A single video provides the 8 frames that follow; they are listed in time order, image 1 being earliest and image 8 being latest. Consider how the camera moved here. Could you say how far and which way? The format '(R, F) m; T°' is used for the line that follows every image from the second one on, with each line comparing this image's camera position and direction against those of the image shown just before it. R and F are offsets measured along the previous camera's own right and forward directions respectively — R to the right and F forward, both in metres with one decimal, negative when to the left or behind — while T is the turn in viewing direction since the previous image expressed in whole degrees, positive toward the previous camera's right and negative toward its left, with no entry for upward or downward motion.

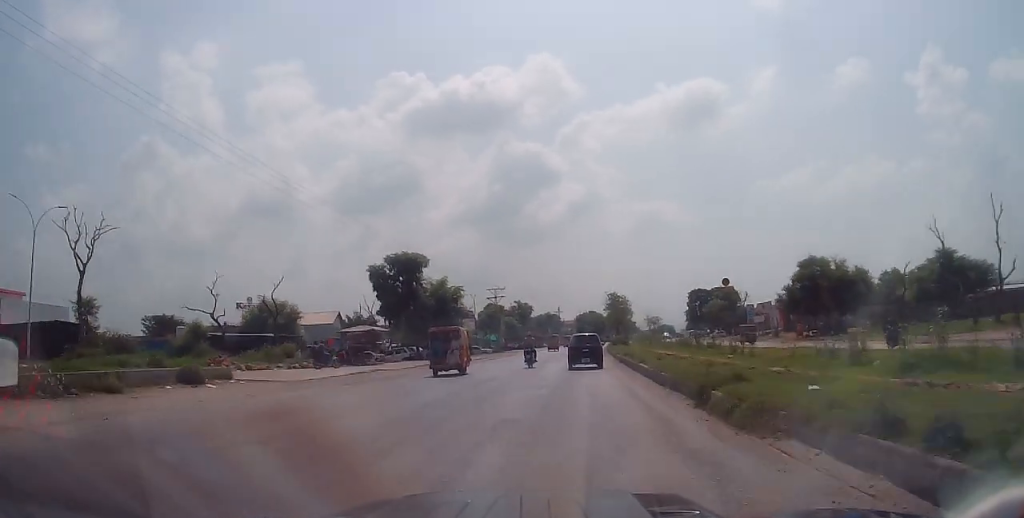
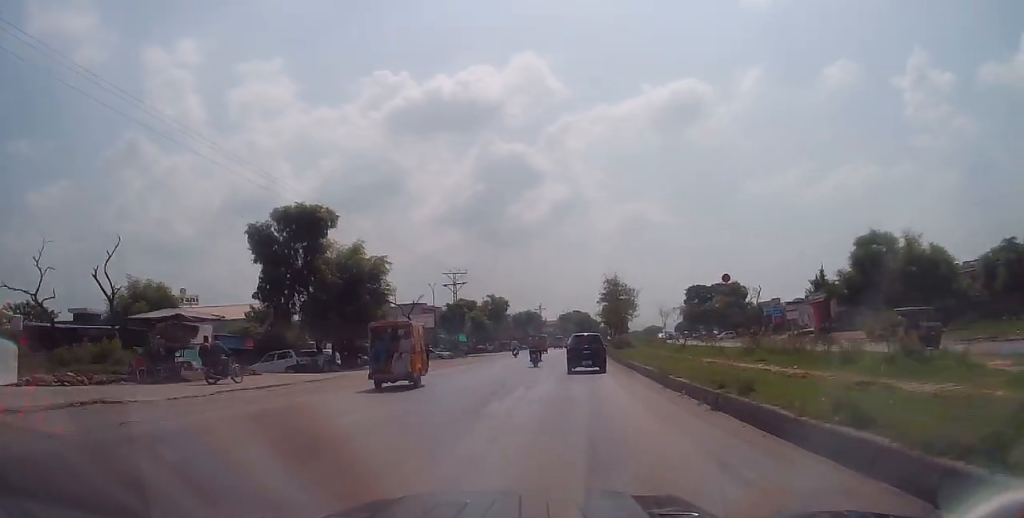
(+0.6, +20.0) m; +3°
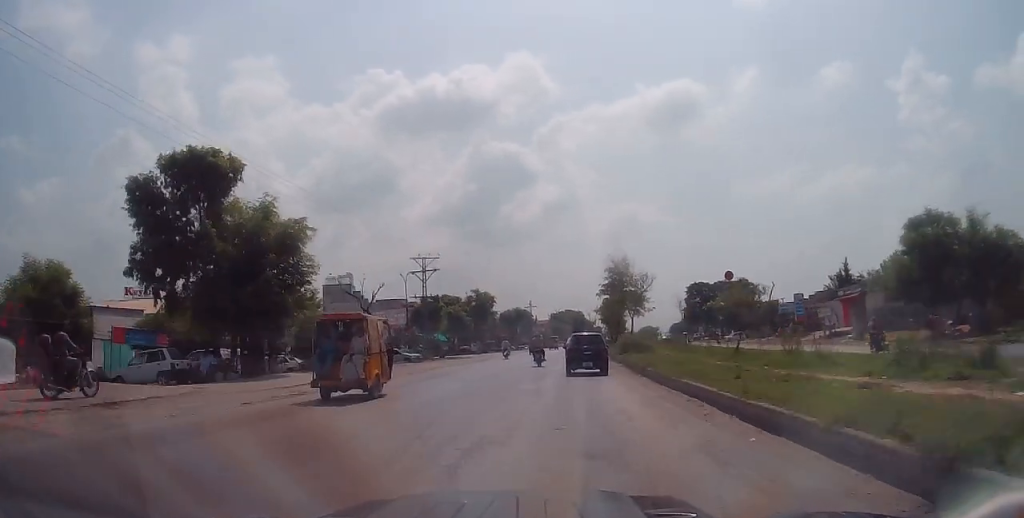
(0.0, +10.8) m; 0°
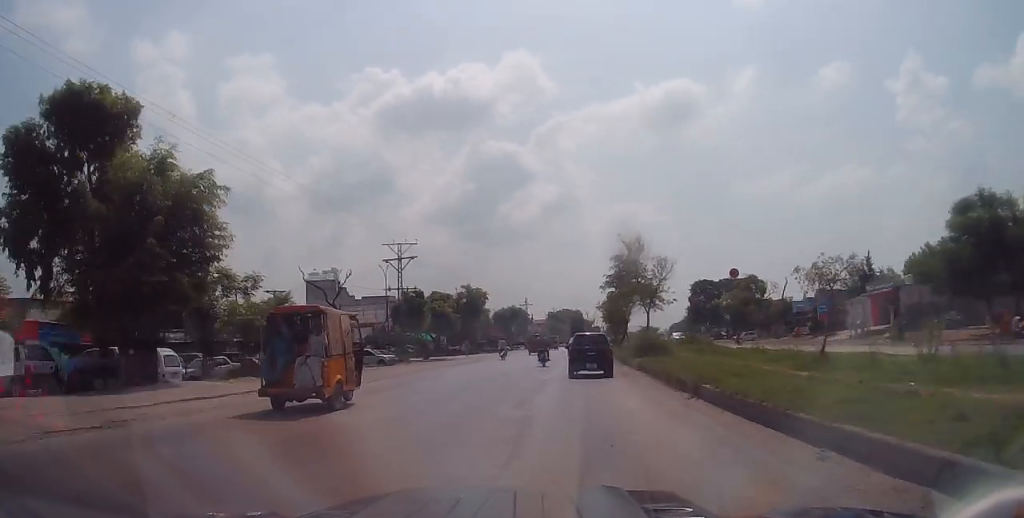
(0.0, +7.2) m; 0°
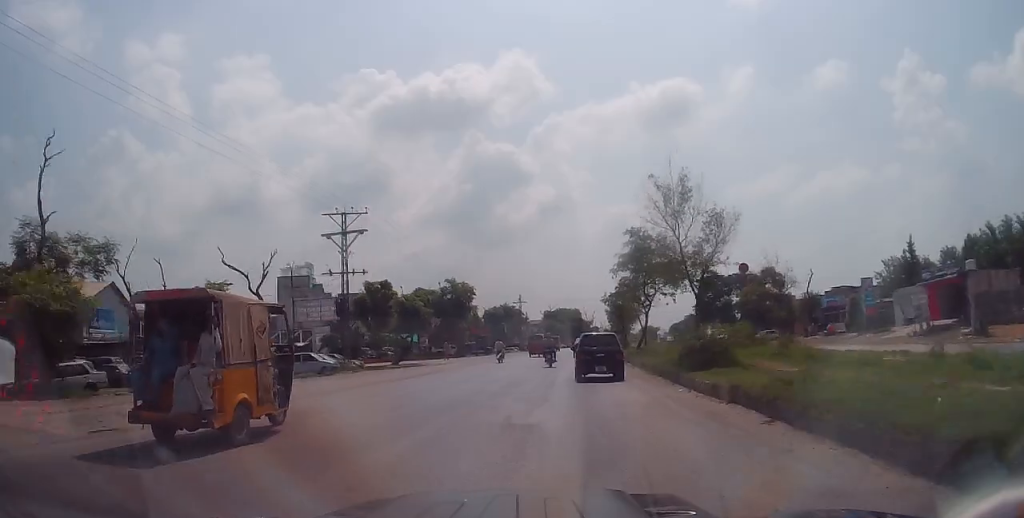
(0.0, +11.0) m; -1°
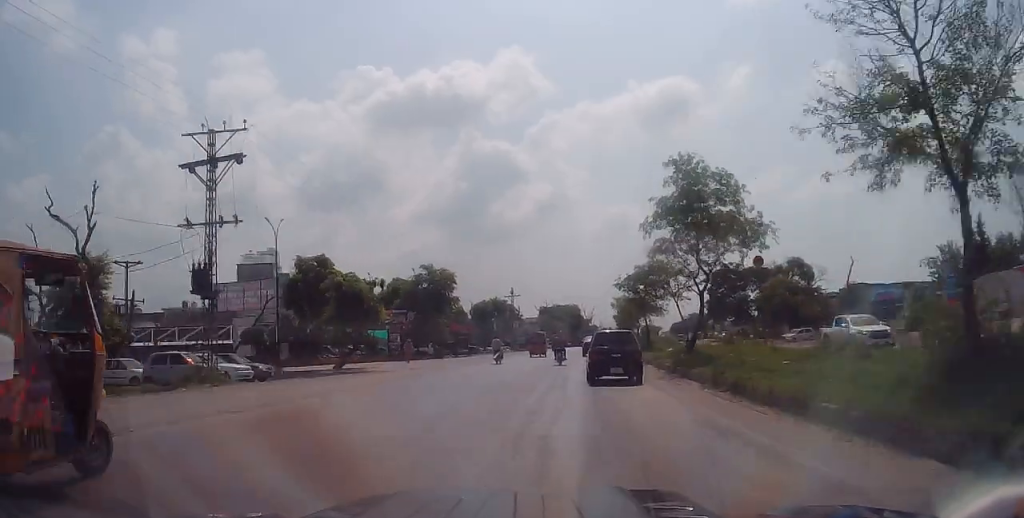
(-0.2, +13.3) m; 0°
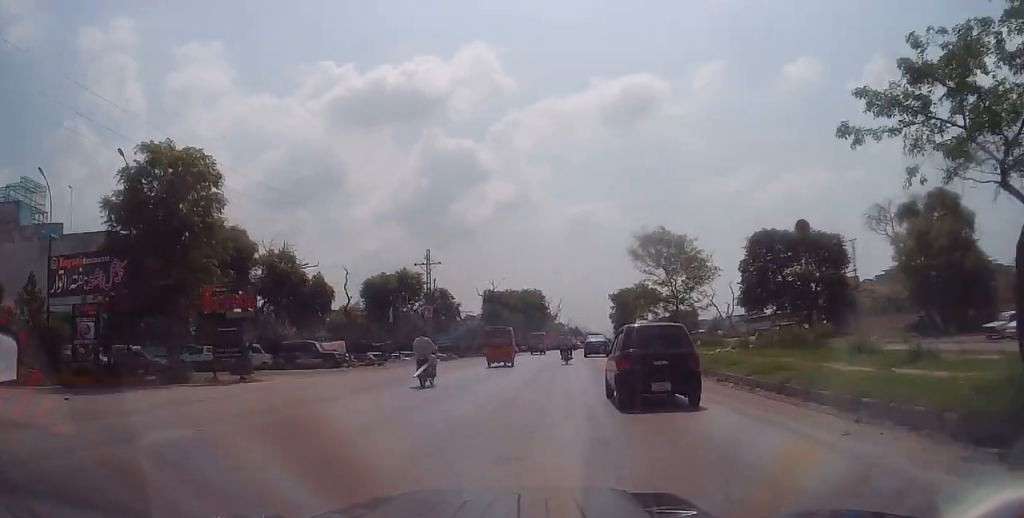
(+2.6, +43.3) m; +5°
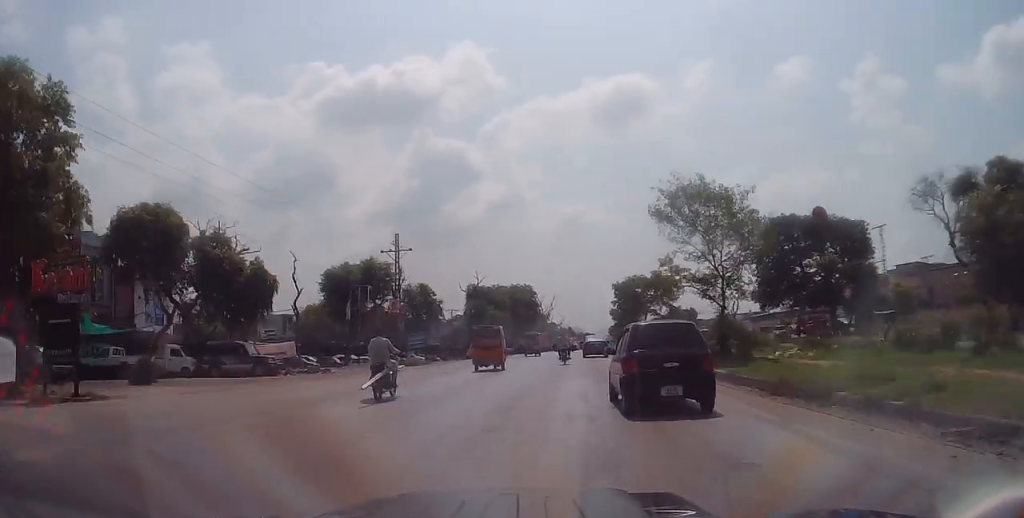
(-0.1, +9.1) m; 0°
